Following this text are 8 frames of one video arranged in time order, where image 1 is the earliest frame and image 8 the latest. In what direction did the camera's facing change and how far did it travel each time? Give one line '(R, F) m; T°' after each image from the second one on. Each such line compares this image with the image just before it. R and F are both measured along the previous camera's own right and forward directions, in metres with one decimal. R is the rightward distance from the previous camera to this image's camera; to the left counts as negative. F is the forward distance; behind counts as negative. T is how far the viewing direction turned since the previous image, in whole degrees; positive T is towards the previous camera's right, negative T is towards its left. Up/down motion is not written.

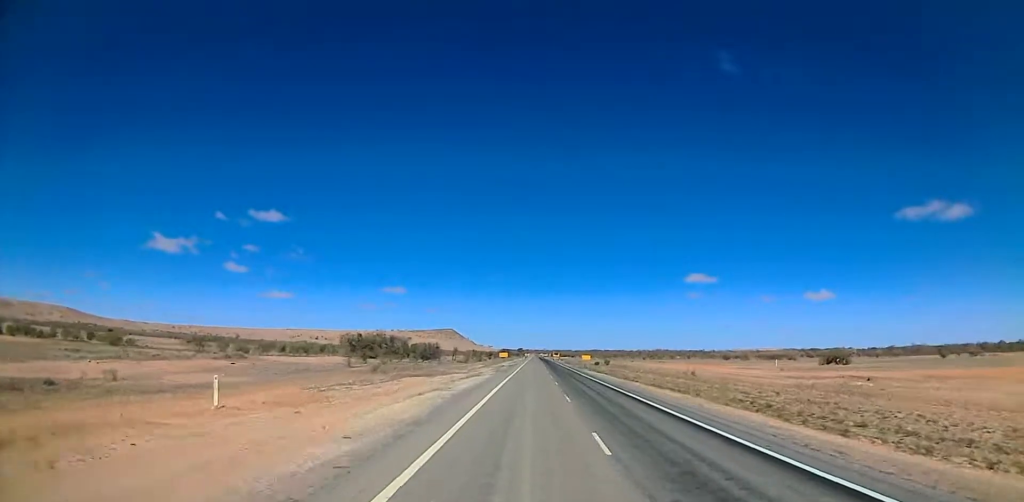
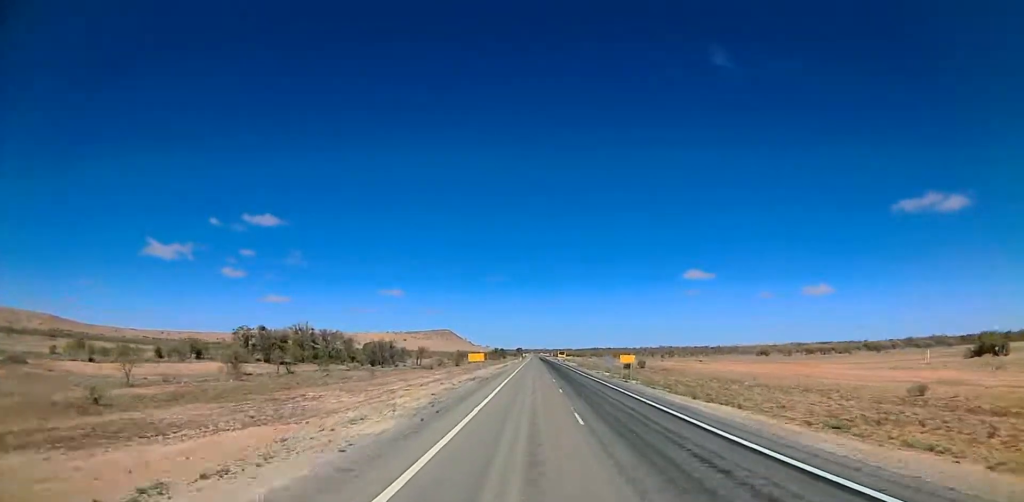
(+0.4, +42.5) m; +3°
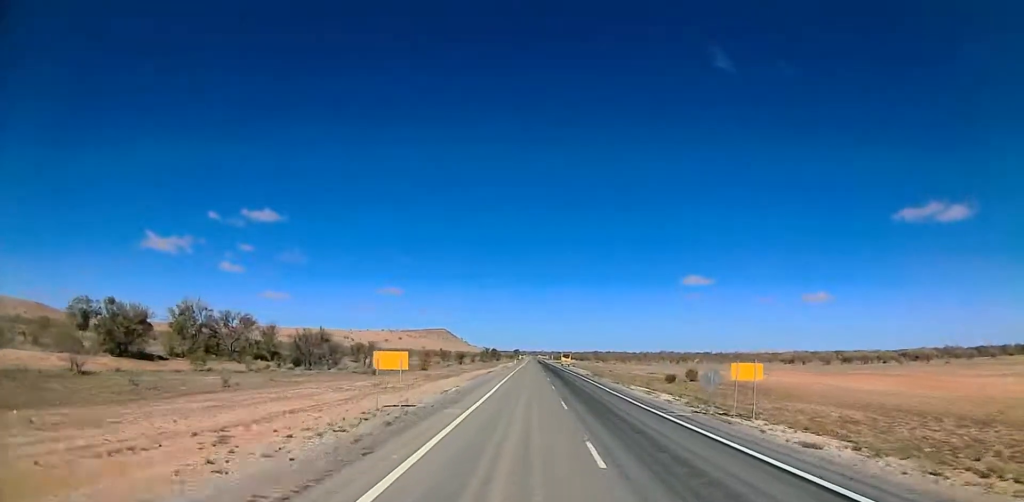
(0.0, +30.0) m; 0°
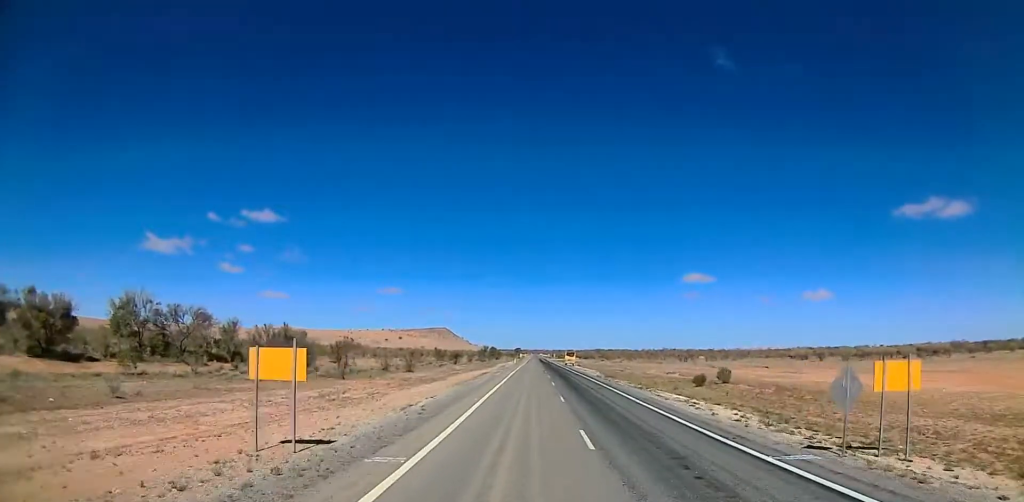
(0.0, +9.7) m; 0°
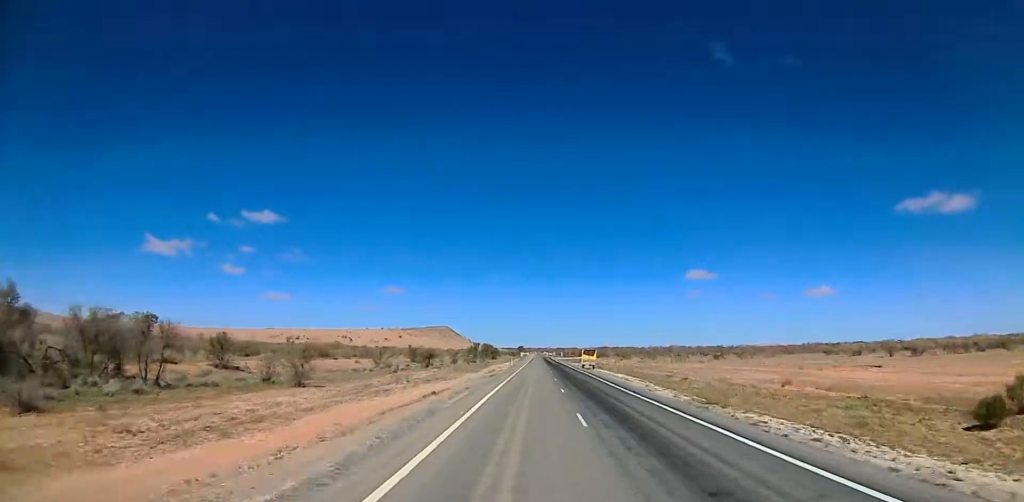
(0.0, +32.2) m; 0°
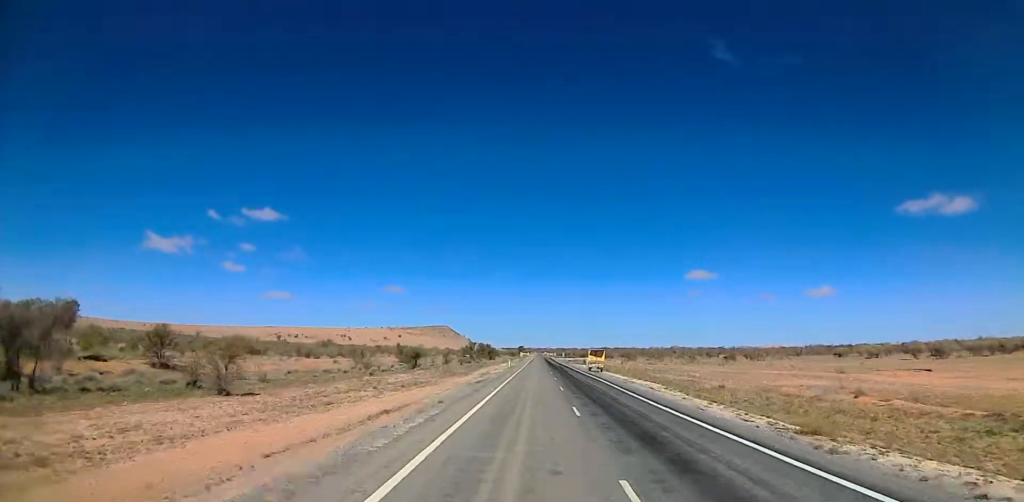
(0.0, +9.4) m; -1°
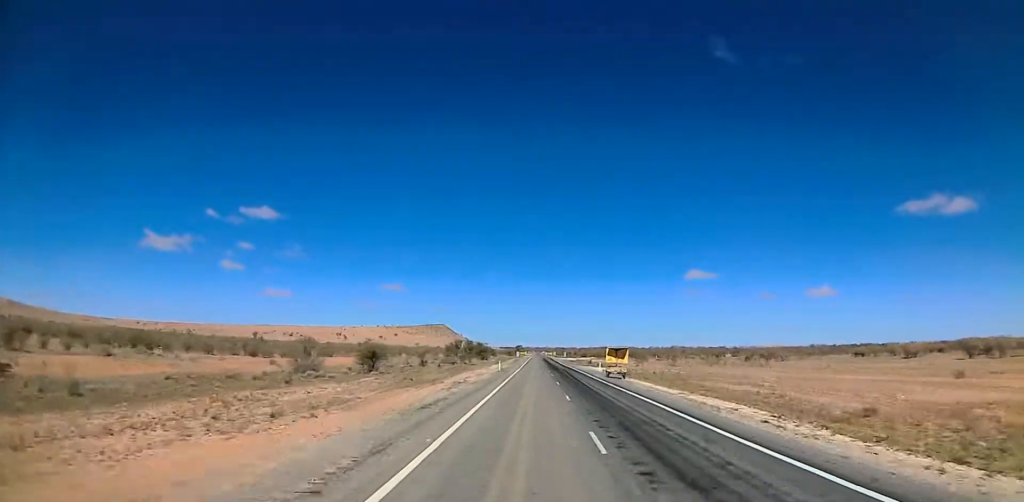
(-0.2, +19.0) m; 0°
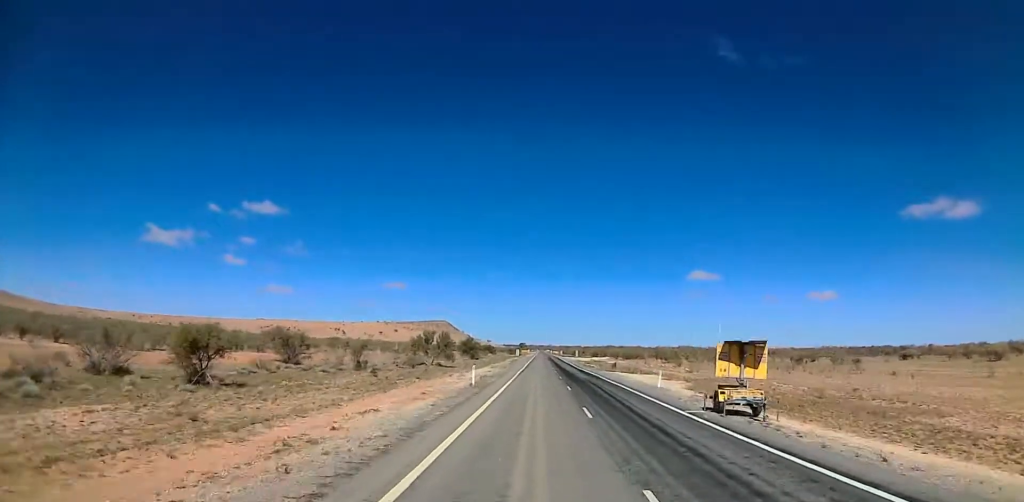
(+0.5, +30.3) m; +1°
